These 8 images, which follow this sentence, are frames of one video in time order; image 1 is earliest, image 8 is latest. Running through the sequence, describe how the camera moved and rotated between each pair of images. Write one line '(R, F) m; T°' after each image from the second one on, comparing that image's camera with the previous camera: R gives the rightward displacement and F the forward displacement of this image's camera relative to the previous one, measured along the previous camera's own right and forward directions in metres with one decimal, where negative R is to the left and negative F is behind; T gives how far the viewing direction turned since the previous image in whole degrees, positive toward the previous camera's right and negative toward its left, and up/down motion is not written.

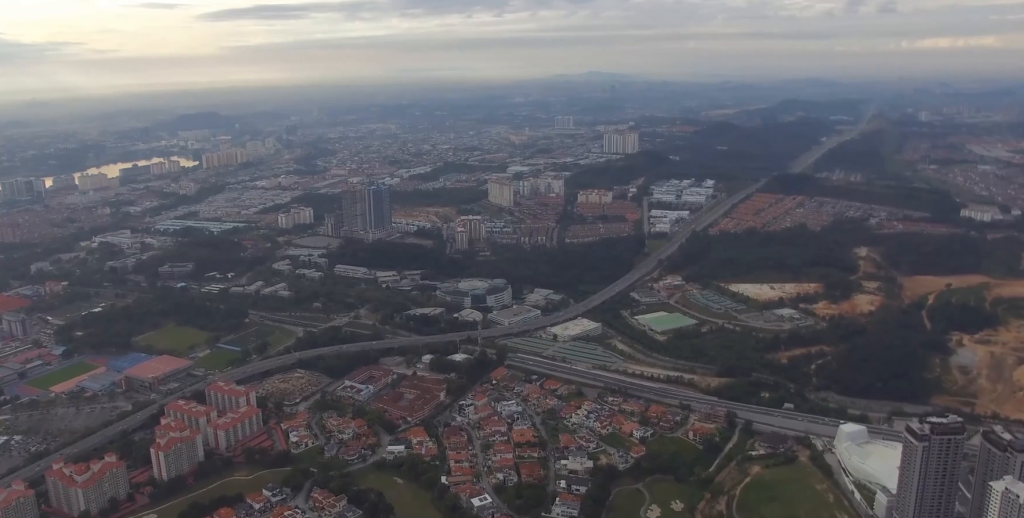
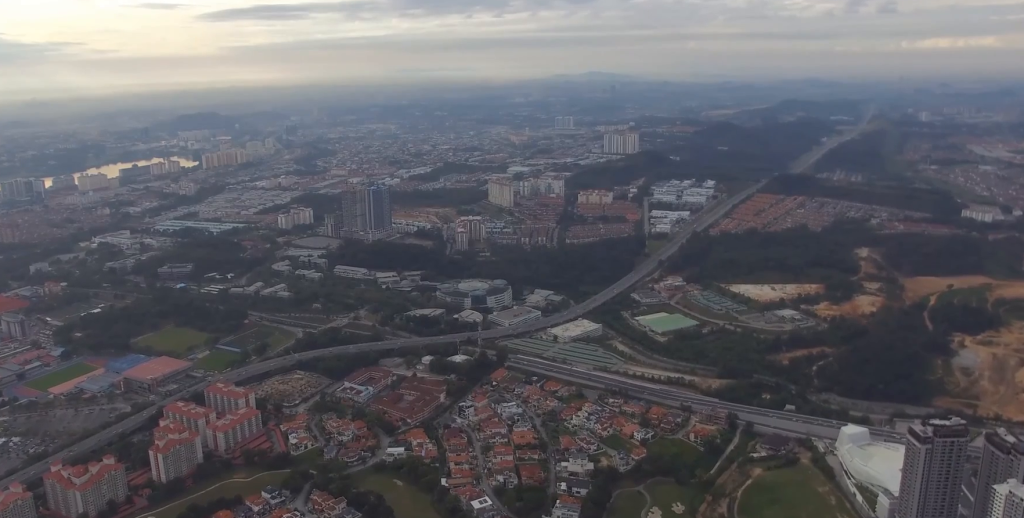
(0.0, +4.4) m; 0°
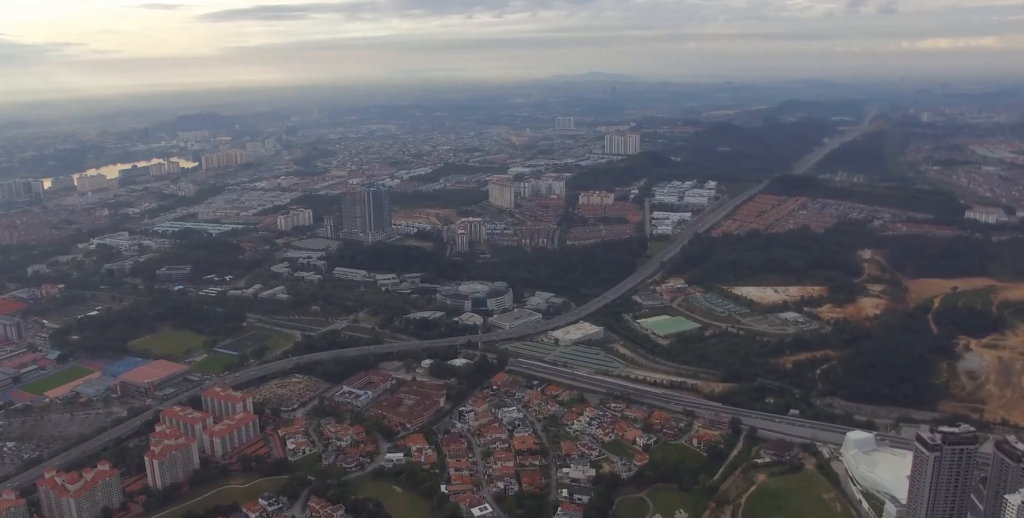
(0.0, +12.8) m; 0°
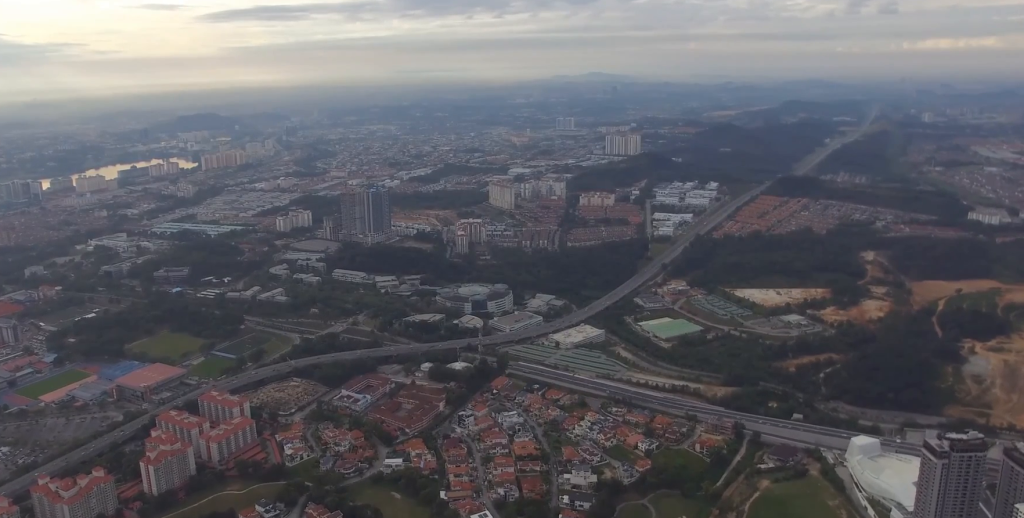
(0.0, +12.0) m; 0°
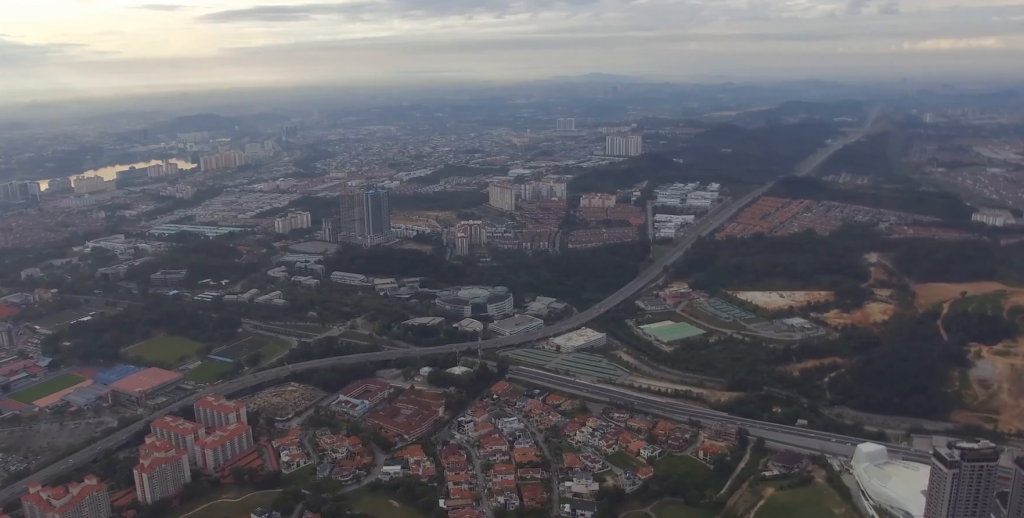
(0.0, +16.0) m; 0°
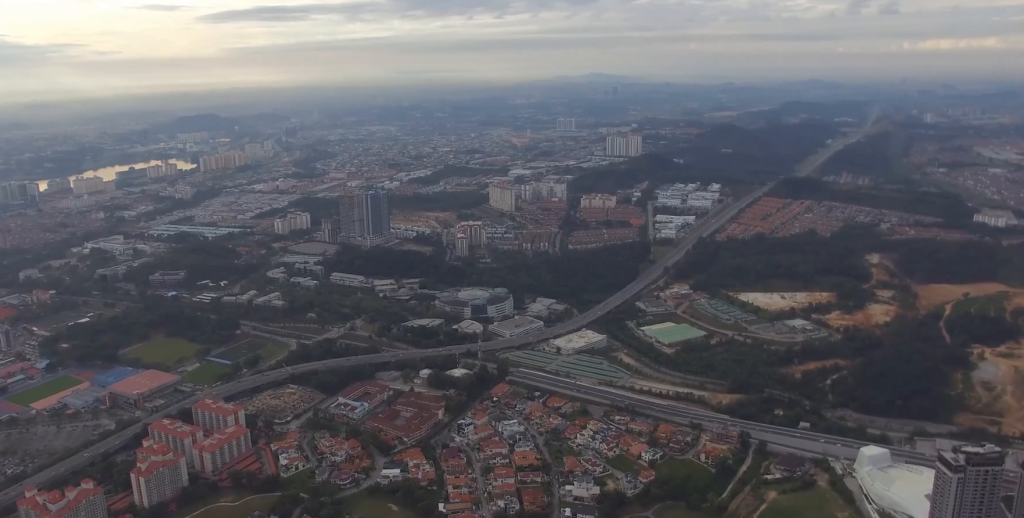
(0.0, +7.2) m; 0°
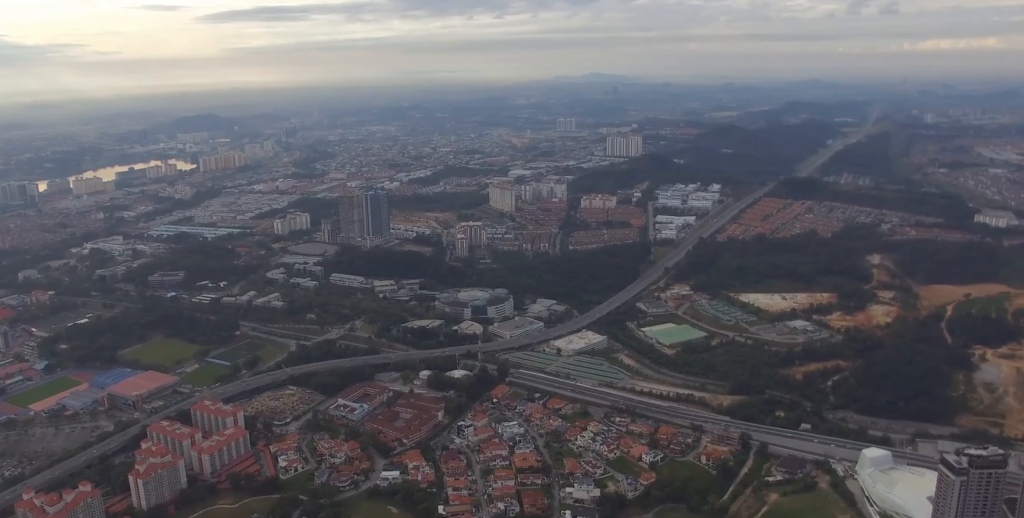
(0.0, +4.0) m; 0°
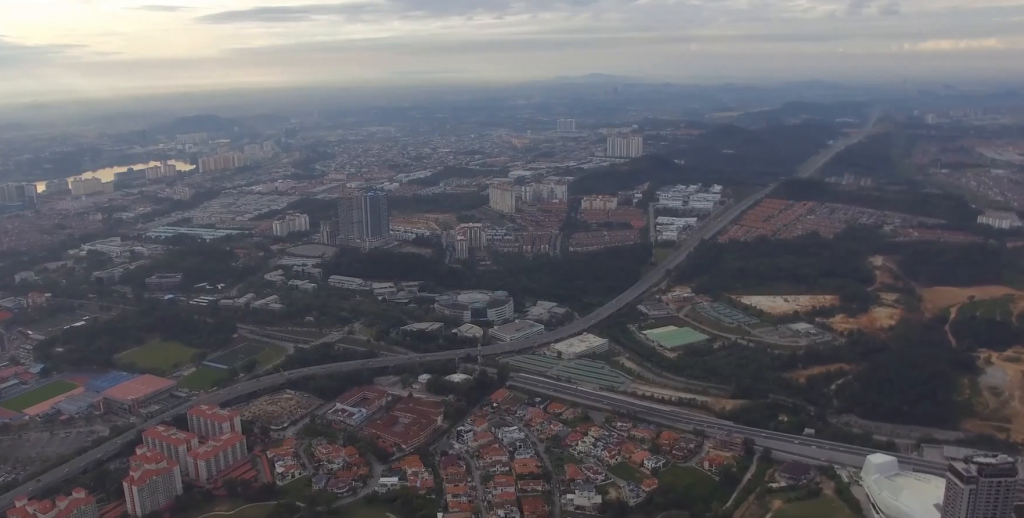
(0.0, +12.4) m; 0°
